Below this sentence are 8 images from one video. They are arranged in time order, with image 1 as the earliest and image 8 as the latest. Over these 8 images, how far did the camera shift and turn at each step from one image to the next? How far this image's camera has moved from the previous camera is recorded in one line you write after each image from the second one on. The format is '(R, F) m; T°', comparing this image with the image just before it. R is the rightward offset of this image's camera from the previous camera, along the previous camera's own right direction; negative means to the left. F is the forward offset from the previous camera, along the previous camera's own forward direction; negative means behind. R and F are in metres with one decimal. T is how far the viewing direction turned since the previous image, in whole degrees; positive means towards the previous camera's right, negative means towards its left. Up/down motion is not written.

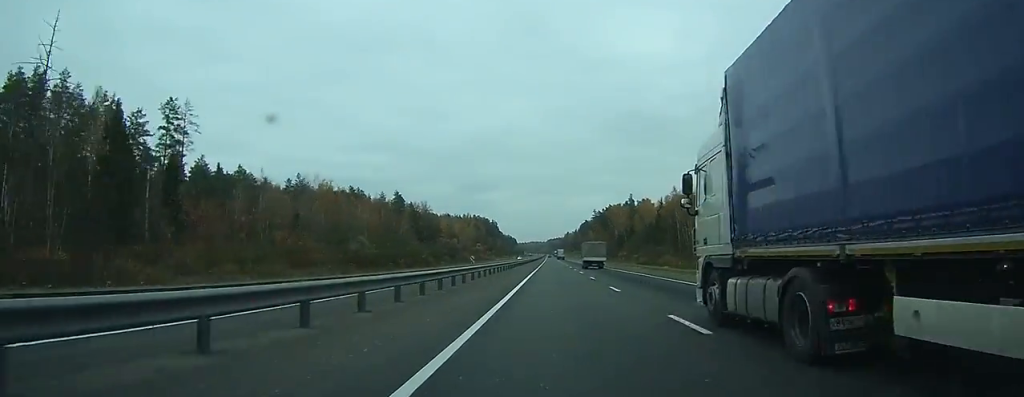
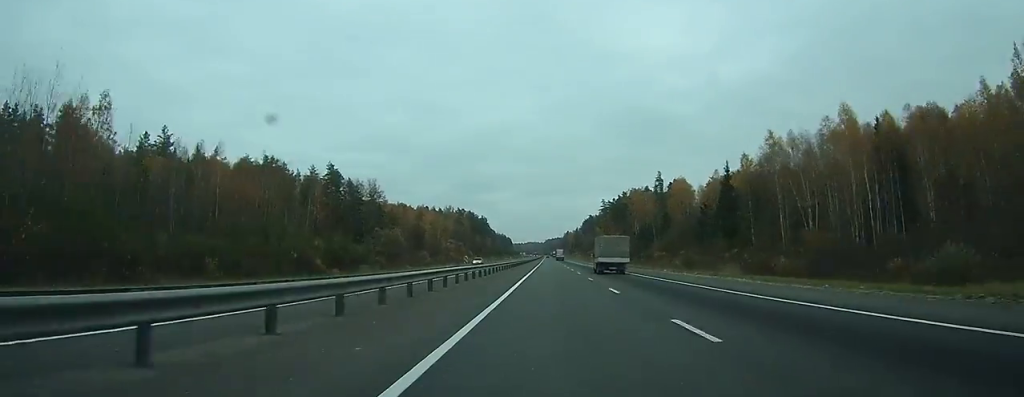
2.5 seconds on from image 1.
(-0.1, +77.2) m; 0°
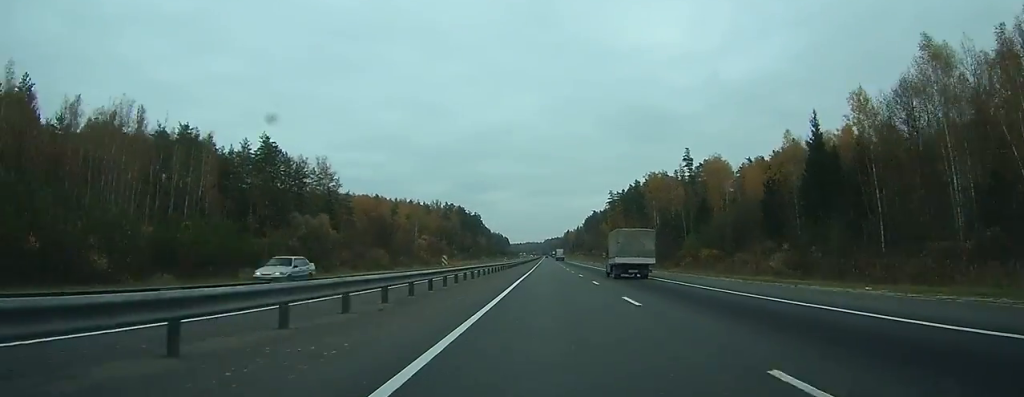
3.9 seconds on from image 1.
(-0.1, +42.0) m; 0°
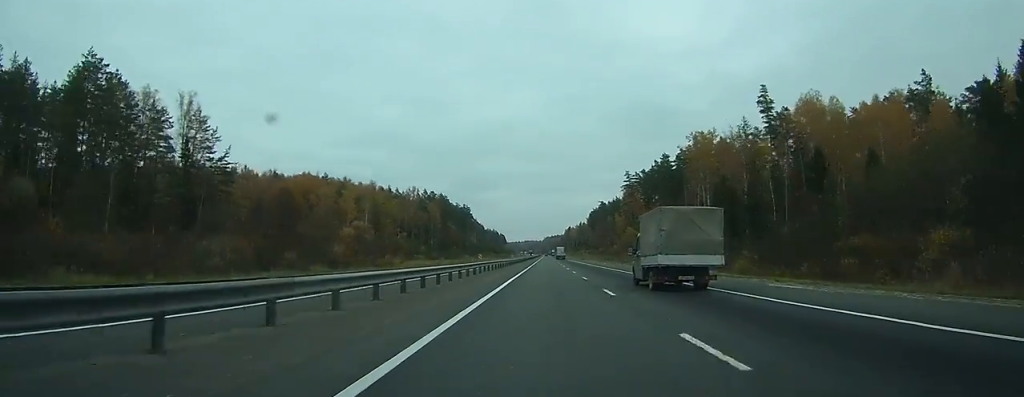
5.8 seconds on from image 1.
(+0.1, +55.5) m; 0°
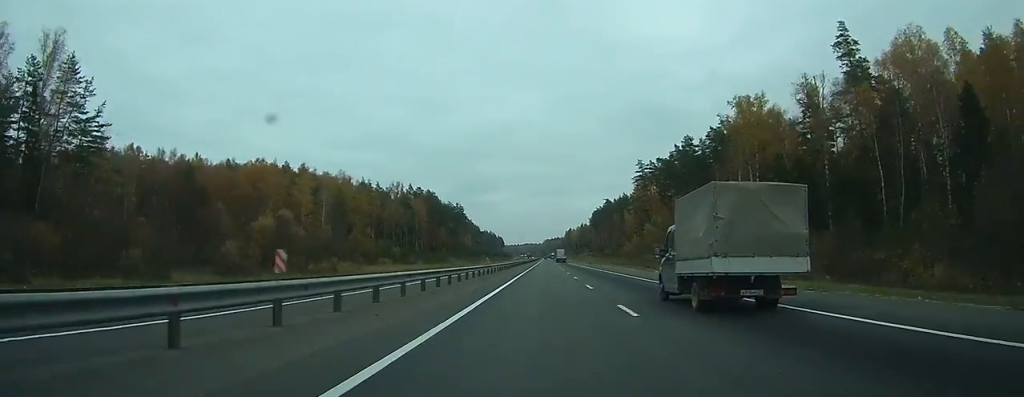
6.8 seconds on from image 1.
(0.0, +29.8) m; 0°
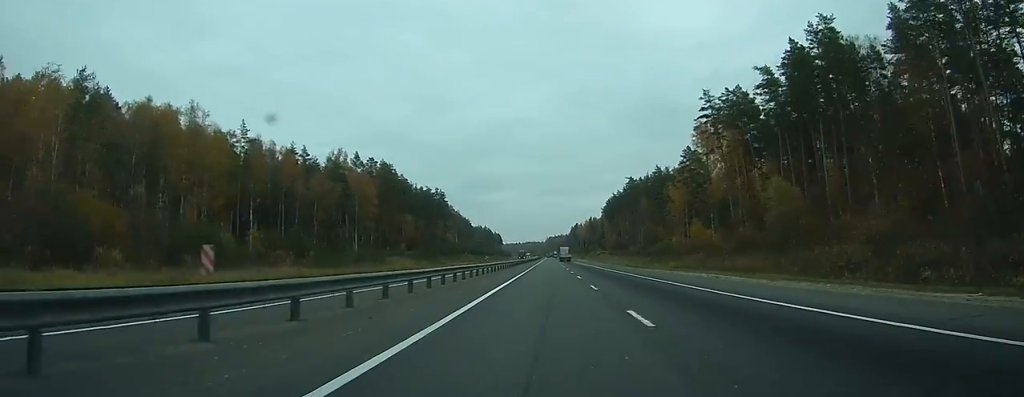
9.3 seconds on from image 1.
(+0.1, +75.4) m; 0°
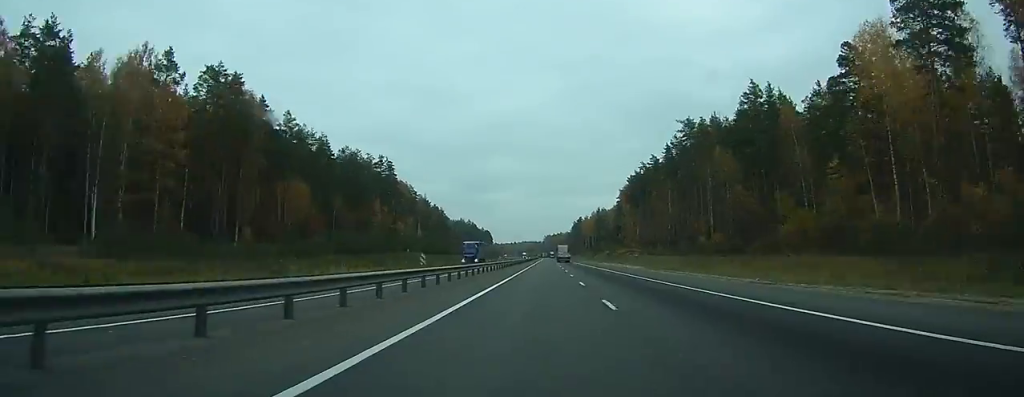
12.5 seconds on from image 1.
(0.0, +99.1) m; 0°
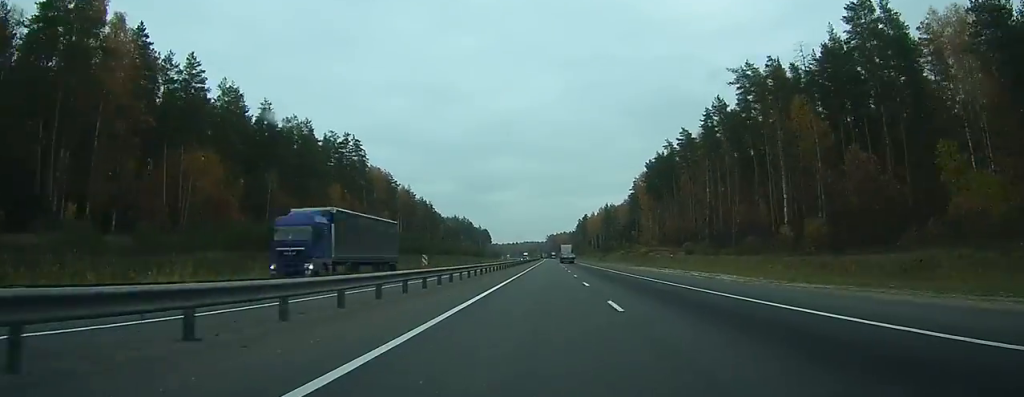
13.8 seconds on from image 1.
(0.0, +38.2) m; 0°
